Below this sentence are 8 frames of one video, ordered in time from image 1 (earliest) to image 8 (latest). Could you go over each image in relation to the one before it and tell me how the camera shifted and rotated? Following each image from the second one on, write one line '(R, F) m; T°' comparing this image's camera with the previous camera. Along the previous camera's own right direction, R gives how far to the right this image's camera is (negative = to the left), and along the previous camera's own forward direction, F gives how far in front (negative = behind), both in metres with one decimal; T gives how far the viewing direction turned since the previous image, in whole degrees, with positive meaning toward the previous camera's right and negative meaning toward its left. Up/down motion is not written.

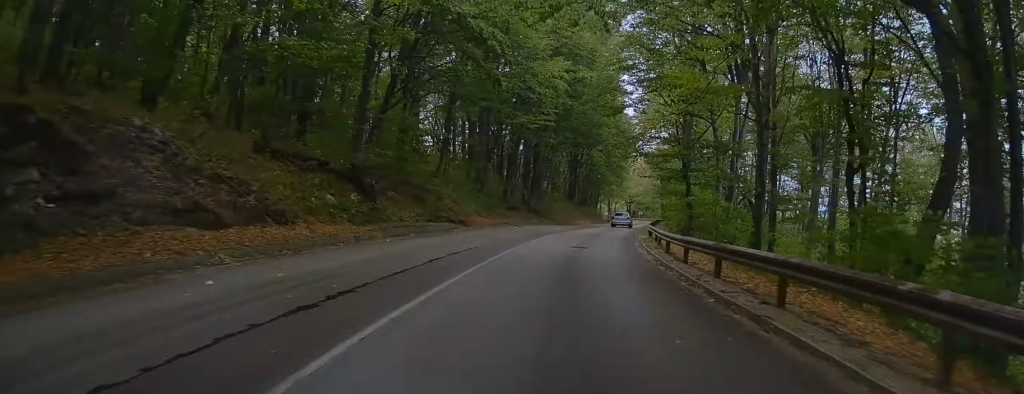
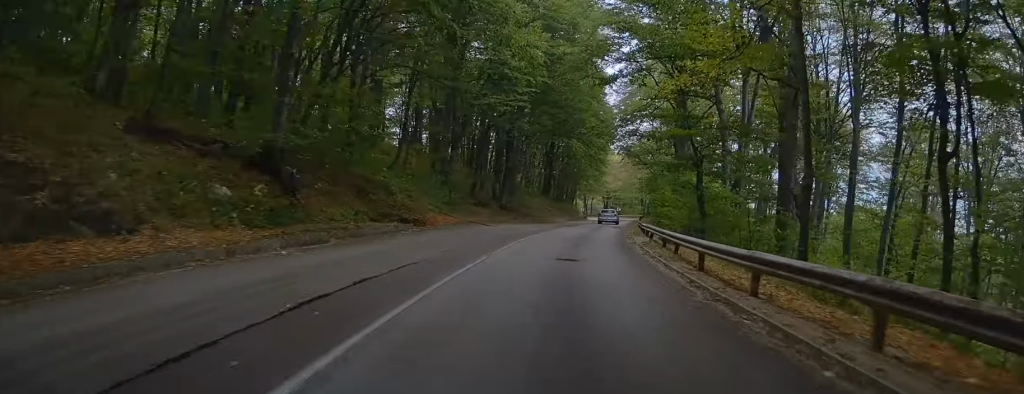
(+0.2, +6.7) m; +1°
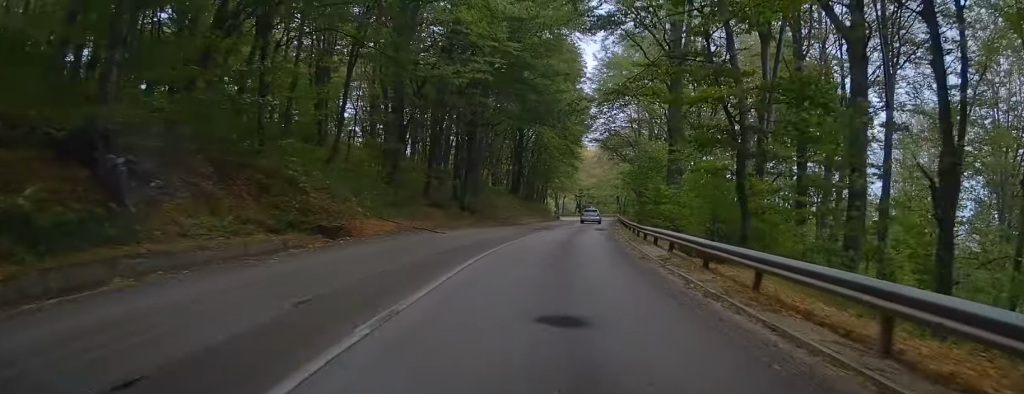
(+0.1, +8.2) m; +1°
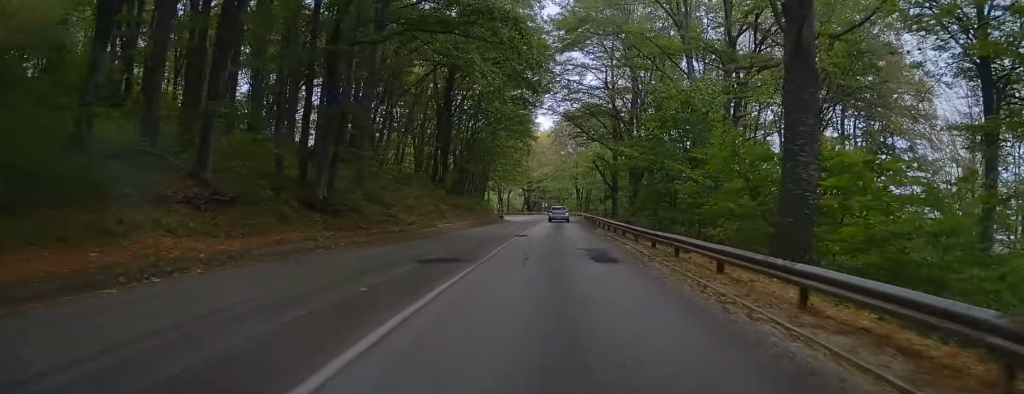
(+1.1, +25.2) m; +6°
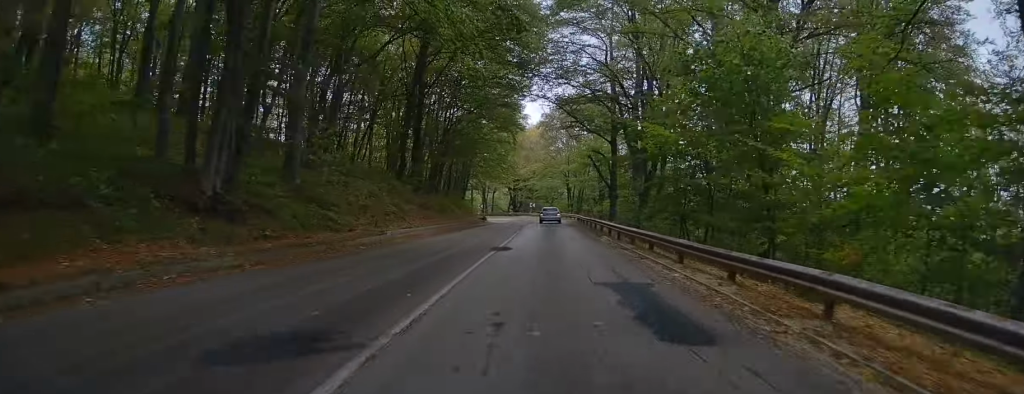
(+0.2, +8.6) m; +2°
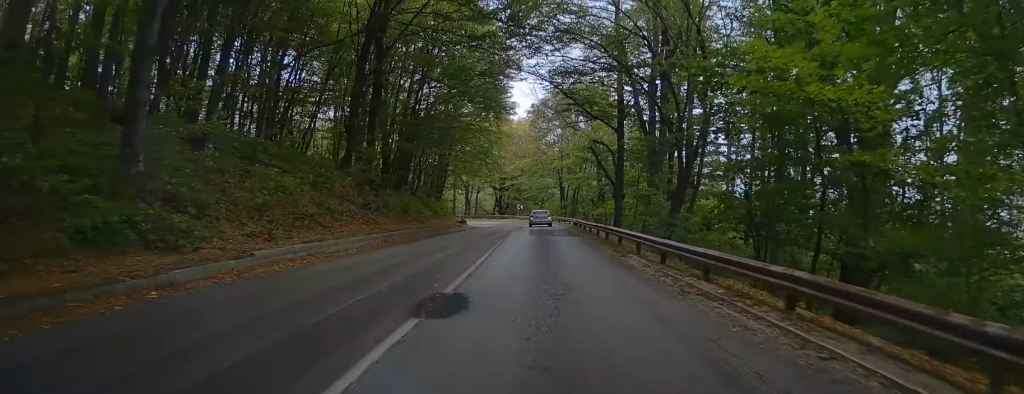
(+0.2, +10.4) m; +1°
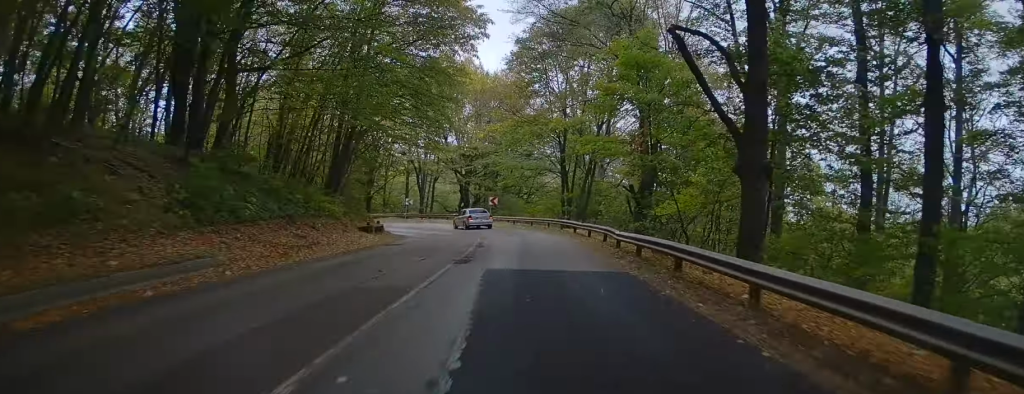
(+0.6, +29.1) m; +2°
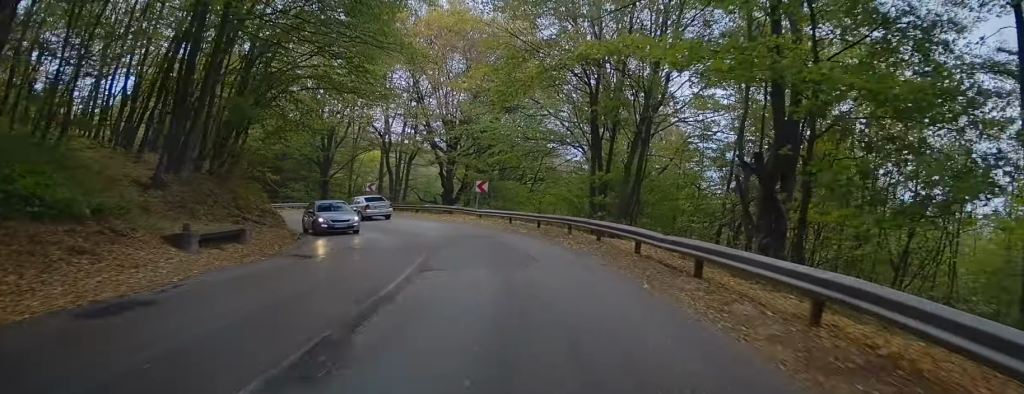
(-0.2, +16.0) m; -2°
